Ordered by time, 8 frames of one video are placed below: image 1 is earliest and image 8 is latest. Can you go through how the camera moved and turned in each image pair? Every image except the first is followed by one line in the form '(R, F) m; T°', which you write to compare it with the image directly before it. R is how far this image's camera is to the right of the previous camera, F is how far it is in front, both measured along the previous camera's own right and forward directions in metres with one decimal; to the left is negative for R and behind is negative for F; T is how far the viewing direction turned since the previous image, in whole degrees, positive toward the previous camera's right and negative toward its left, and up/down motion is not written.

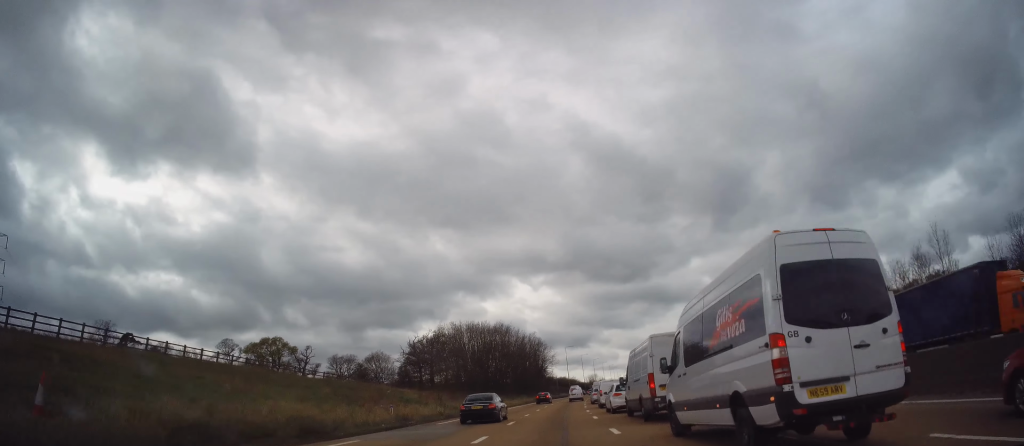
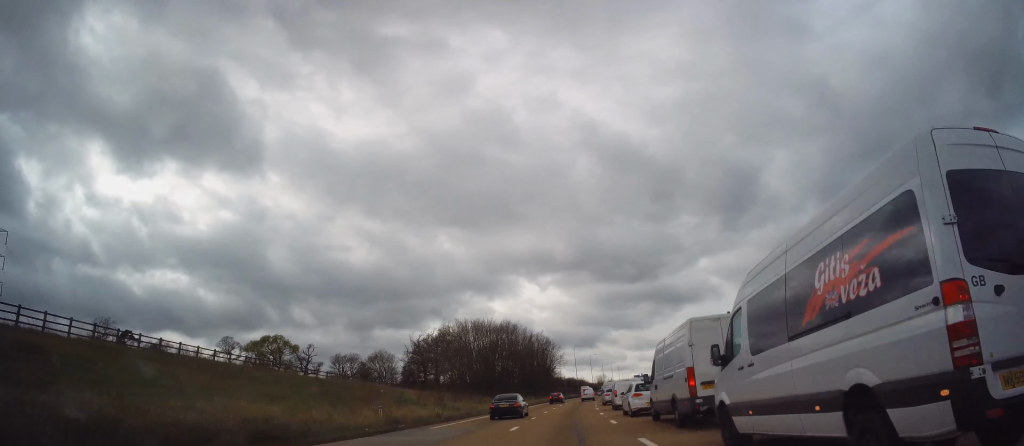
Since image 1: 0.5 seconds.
(+0.1, +3.6) m; +1°
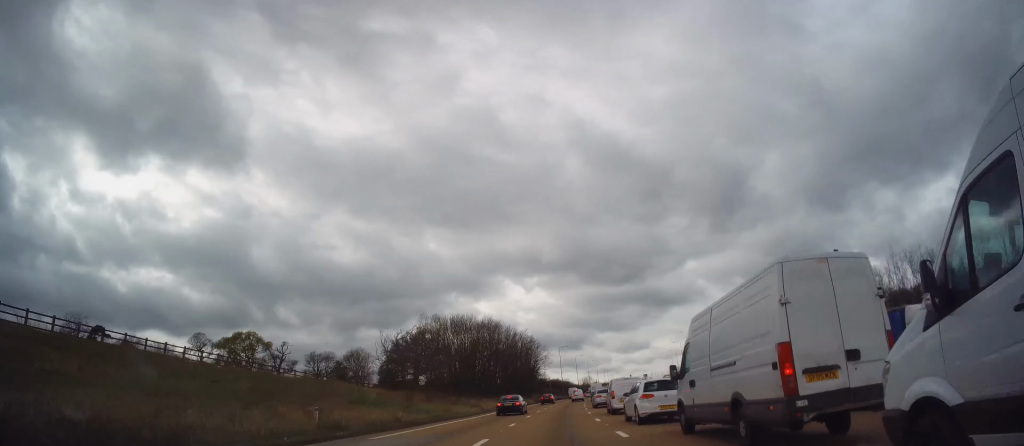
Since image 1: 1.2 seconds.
(-0.1, +6.3) m; -1°
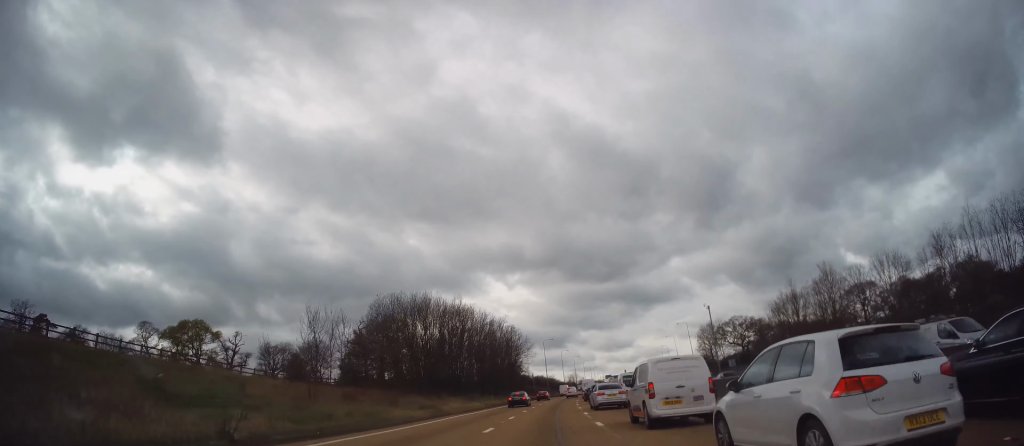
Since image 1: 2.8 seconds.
(-0.1, +14.5) m; -1°
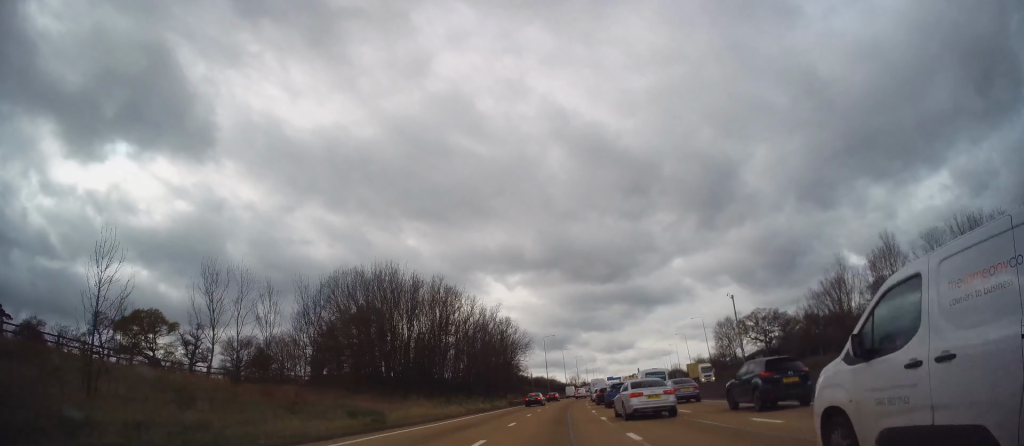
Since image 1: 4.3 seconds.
(-0.1, +14.5) m; -1°
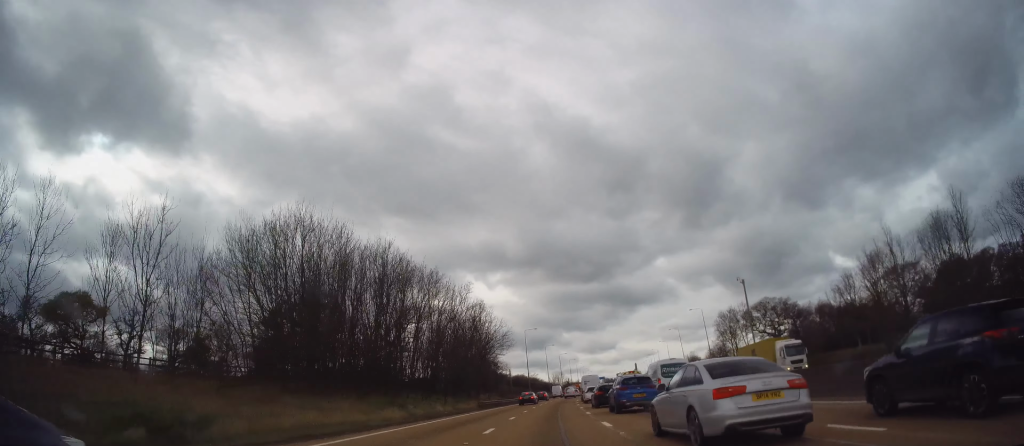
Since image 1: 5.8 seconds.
(+0.5, +13.4) m; +4°
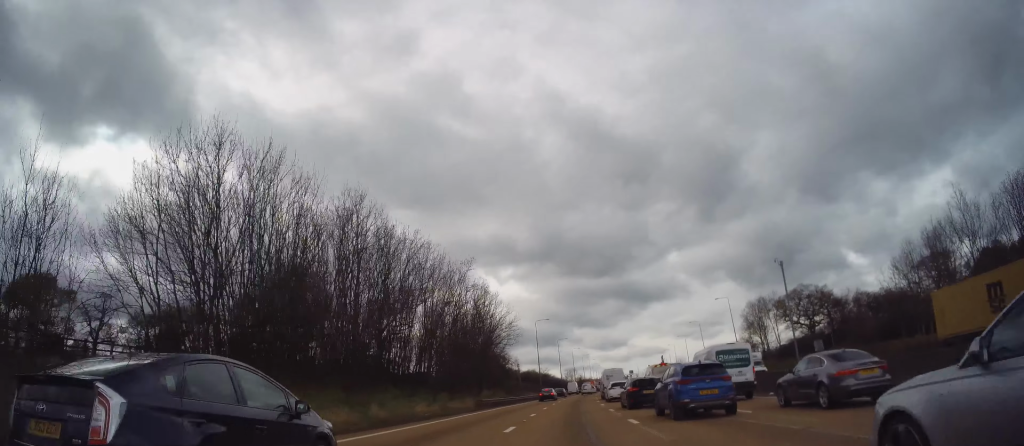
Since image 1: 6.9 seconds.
(+0.2, +9.2) m; +1°
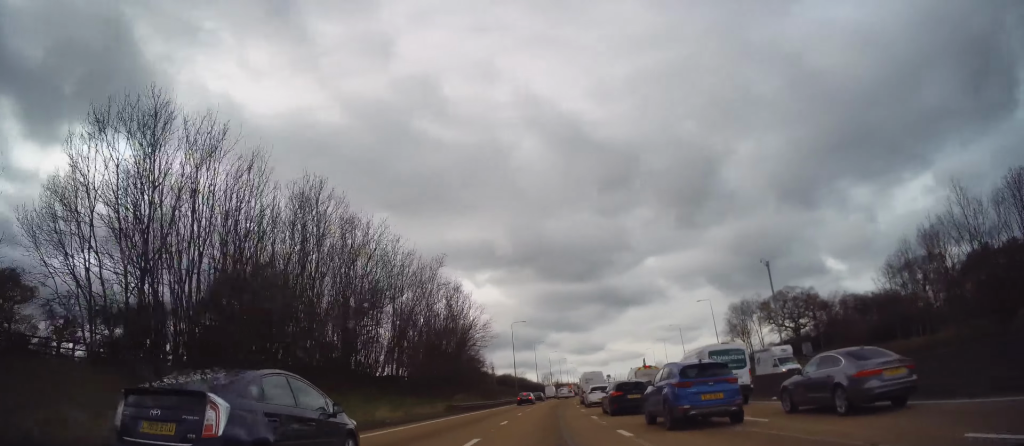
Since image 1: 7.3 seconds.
(0.0, +3.0) m; 0°
